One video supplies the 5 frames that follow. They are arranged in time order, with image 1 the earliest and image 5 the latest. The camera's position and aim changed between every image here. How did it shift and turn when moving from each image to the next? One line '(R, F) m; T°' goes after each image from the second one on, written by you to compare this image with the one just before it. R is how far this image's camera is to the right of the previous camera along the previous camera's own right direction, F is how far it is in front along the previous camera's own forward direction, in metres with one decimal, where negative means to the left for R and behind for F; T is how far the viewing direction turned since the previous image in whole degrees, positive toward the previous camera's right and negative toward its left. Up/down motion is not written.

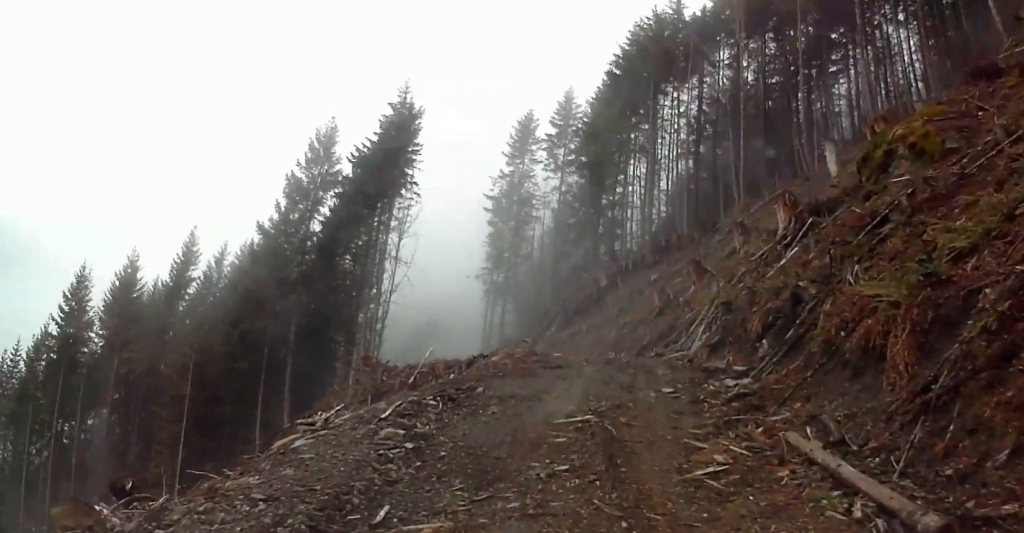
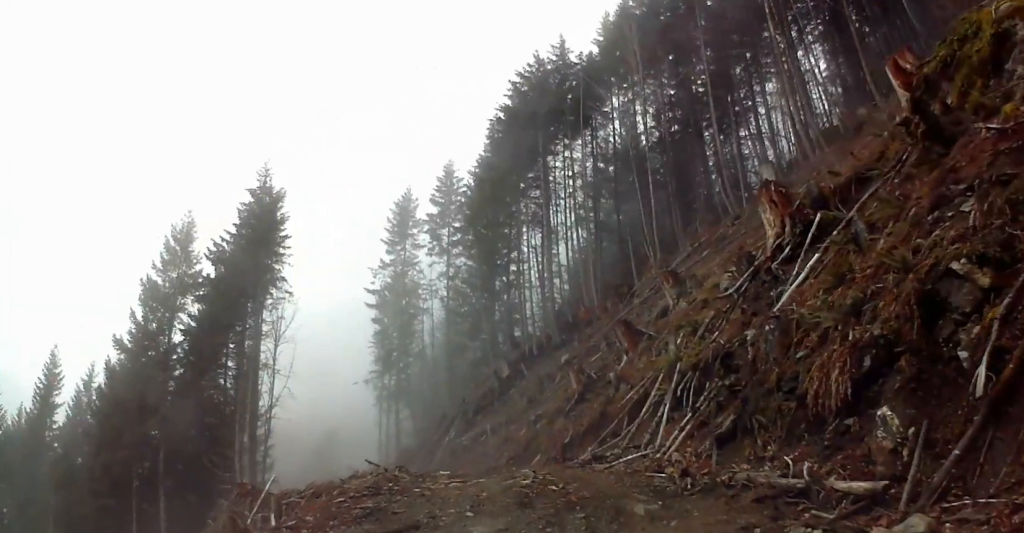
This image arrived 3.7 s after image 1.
(+0.5, +10.6) m; +7°
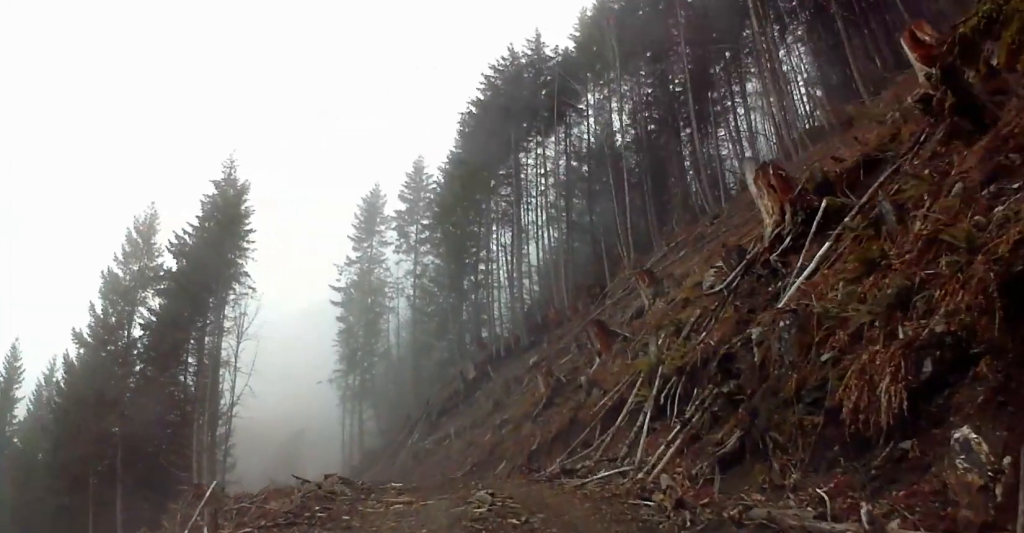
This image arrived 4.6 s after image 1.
(0.0, +2.3) m; +1°
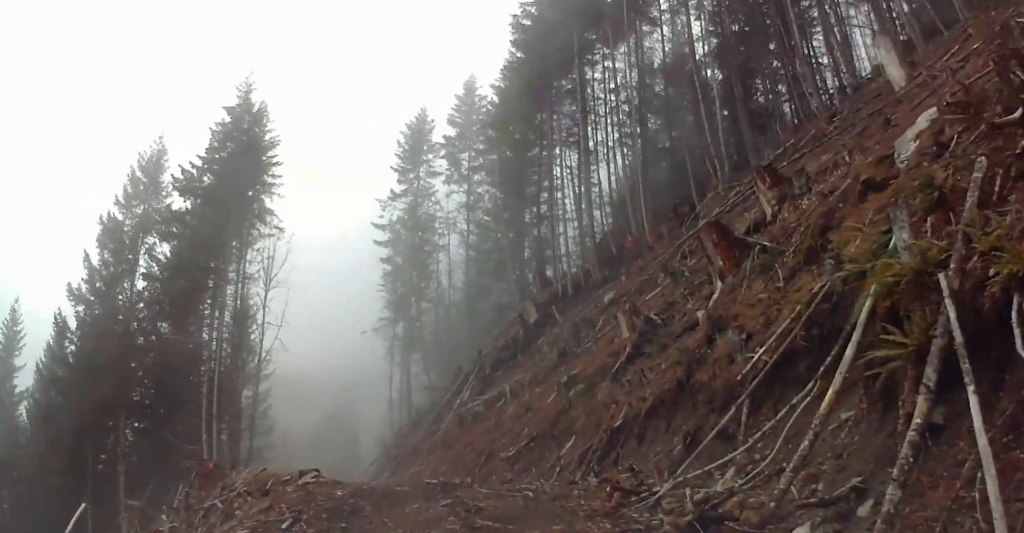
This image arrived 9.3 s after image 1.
(-0.8, +12.4) m; -12°
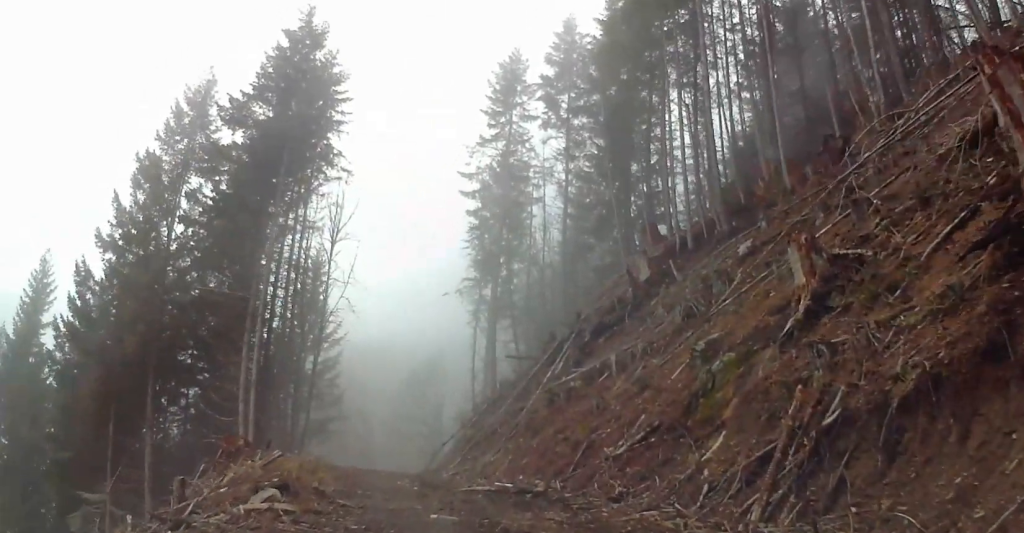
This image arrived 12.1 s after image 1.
(-0.4, +8.3) m; -3°
